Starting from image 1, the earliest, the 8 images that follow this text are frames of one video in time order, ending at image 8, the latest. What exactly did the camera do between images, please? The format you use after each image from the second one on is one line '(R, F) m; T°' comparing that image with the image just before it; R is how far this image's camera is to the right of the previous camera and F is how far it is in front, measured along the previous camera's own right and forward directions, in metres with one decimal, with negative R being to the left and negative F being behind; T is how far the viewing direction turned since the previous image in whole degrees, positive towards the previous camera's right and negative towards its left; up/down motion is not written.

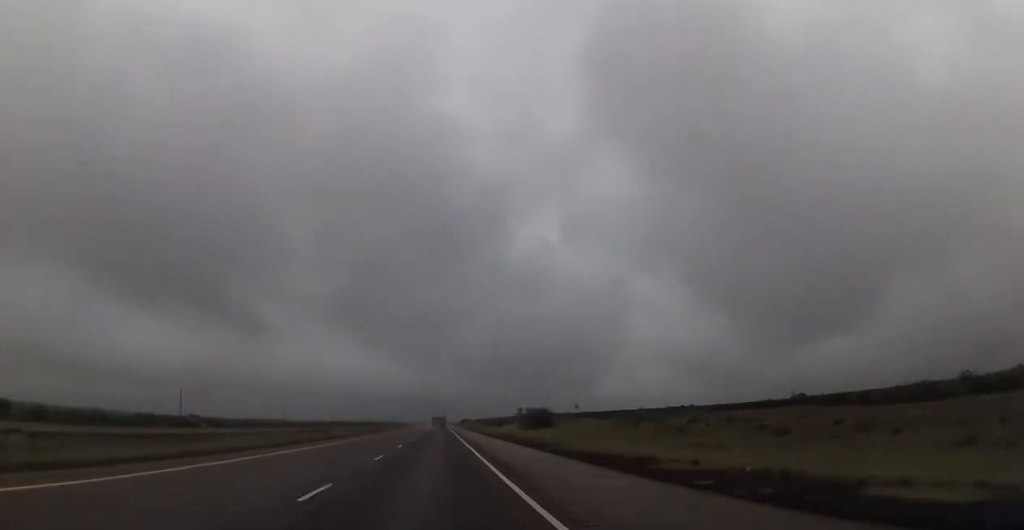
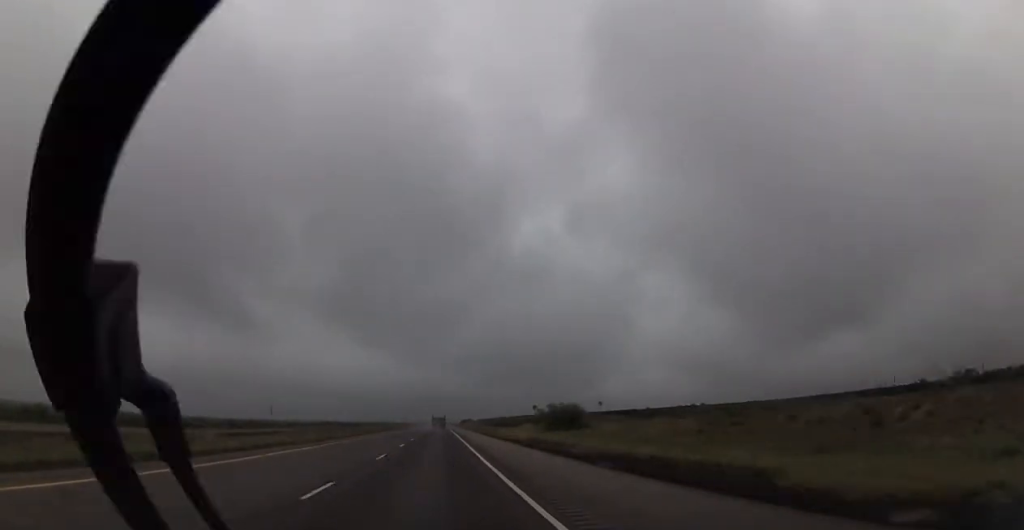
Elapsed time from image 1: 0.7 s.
(0.0, +24.2) m; 0°
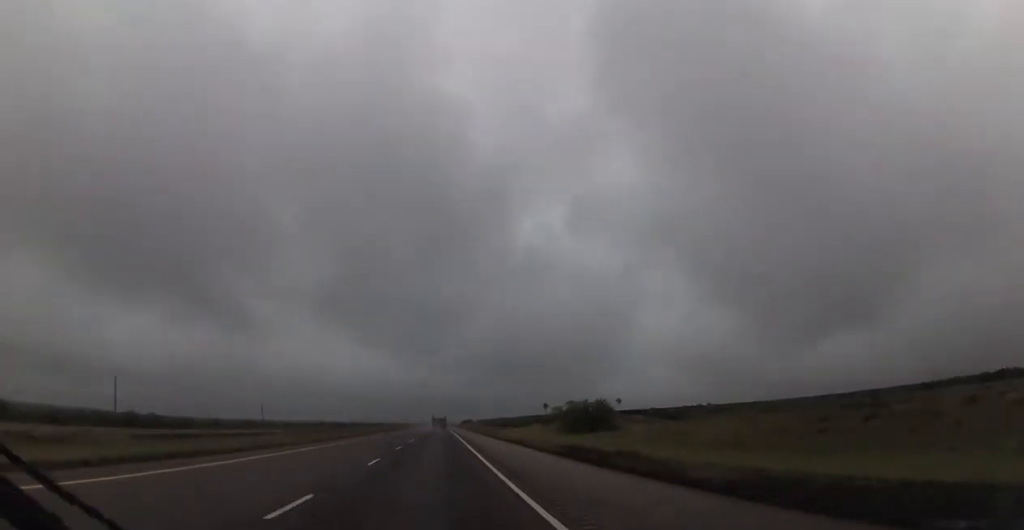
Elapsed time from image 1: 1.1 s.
(+0.3, +14.5) m; 0°
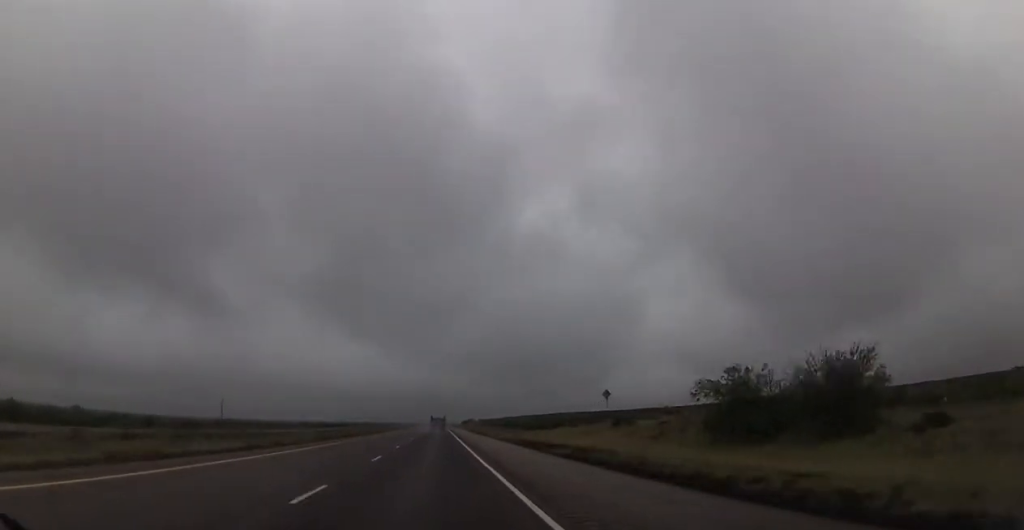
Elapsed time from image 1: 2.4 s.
(-0.1, +47.3) m; -1°
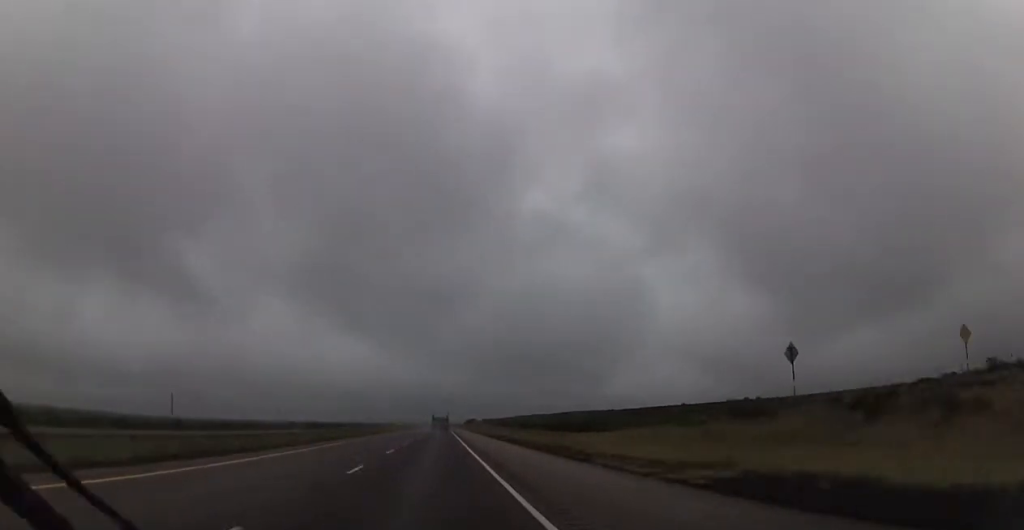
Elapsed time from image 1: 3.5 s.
(-0.1, +42.4) m; +1°
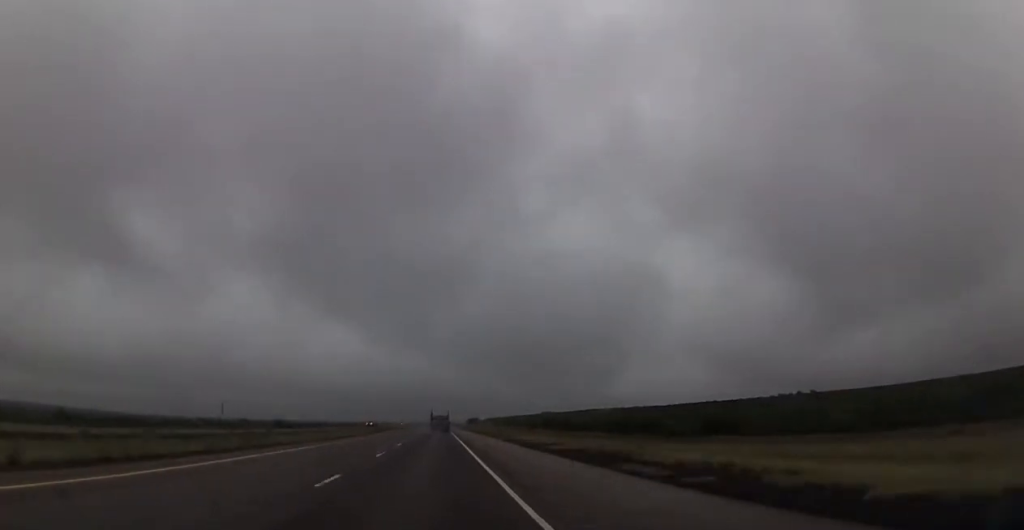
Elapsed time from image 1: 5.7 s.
(+0.2, +77.5) m; 0°
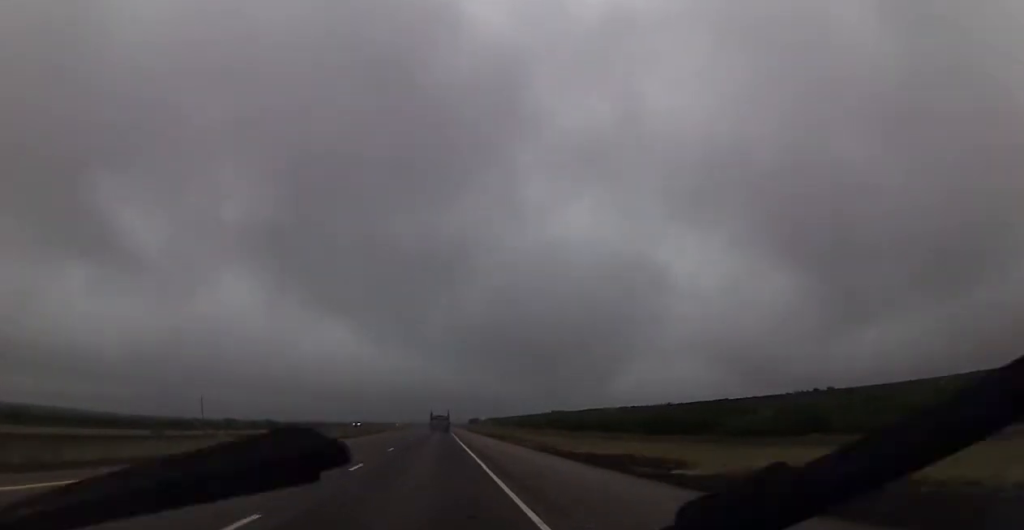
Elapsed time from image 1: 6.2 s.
(+0.4, +19.4) m; 0°
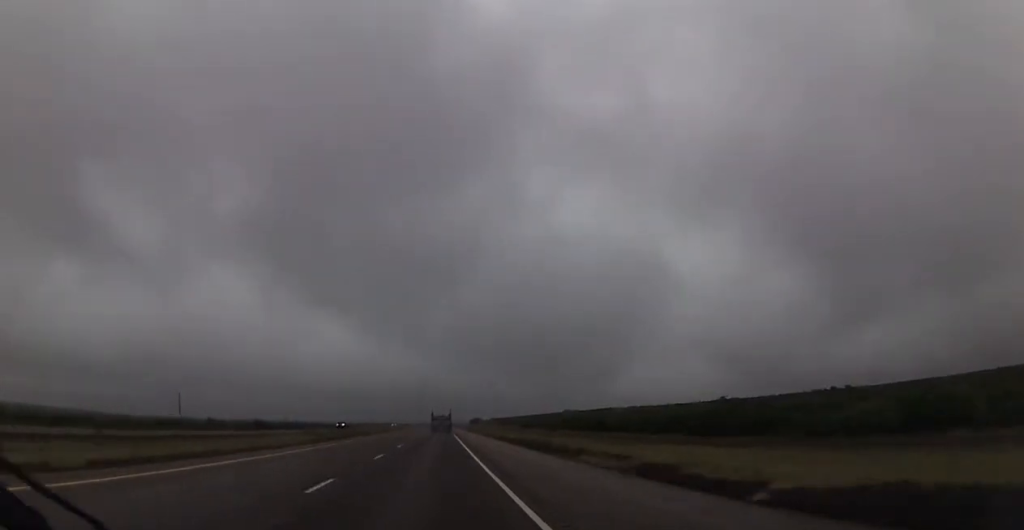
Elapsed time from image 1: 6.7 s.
(-0.1, +18.2) m; 0°
